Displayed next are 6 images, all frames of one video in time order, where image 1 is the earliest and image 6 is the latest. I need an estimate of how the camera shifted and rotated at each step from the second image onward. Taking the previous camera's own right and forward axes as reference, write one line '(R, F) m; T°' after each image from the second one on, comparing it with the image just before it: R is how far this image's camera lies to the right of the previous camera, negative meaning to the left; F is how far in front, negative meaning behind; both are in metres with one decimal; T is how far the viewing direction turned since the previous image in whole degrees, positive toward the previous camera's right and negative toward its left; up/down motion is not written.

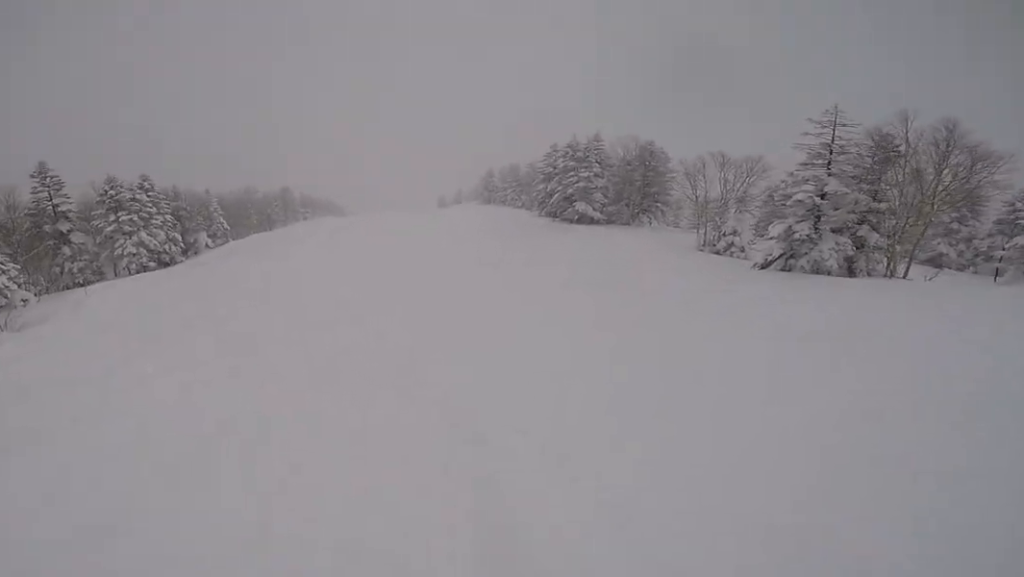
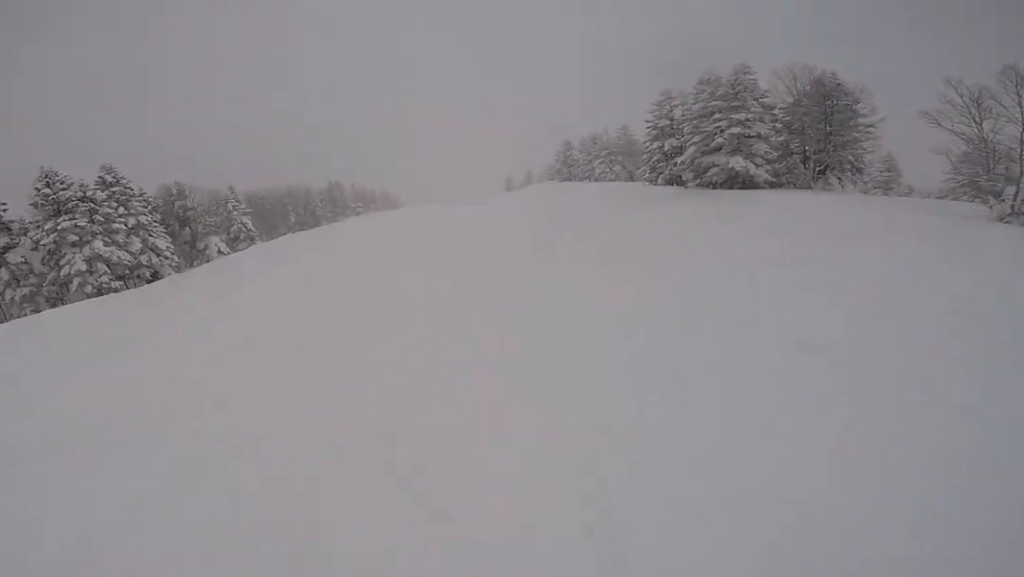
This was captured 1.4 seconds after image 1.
(-0.5, +12.3) m; -10°
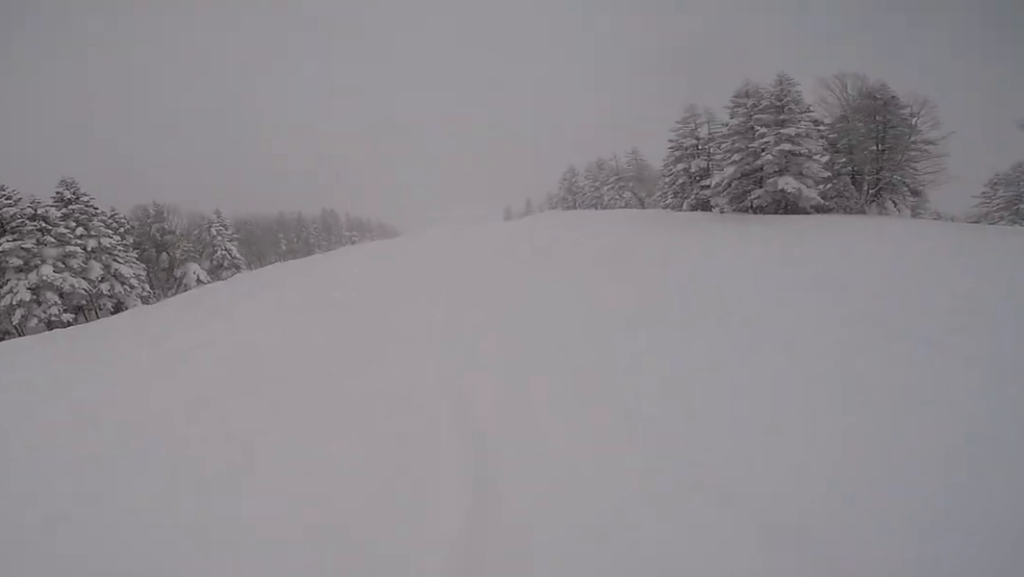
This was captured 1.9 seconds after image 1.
(-0.2, +3.8) m; +2°
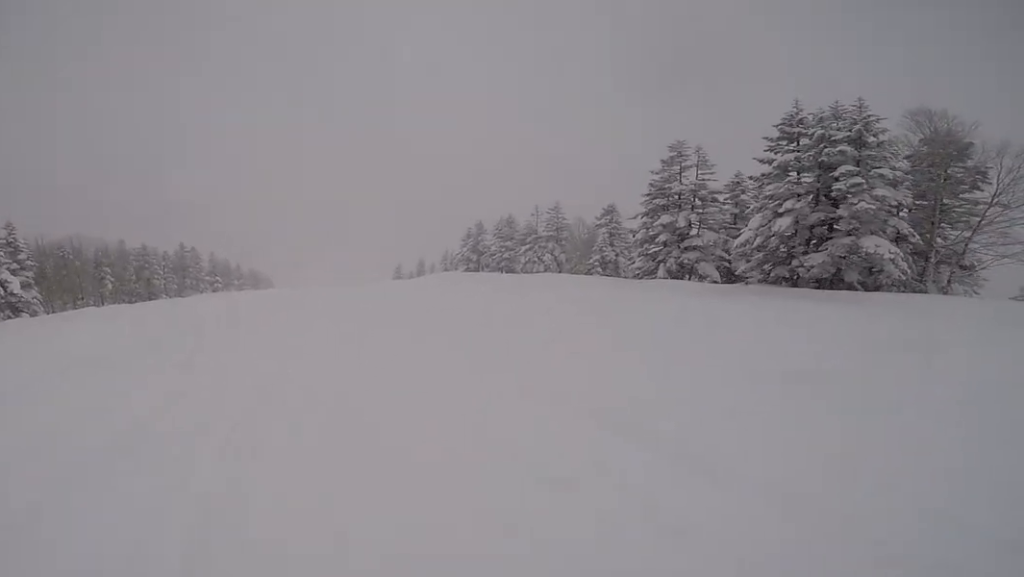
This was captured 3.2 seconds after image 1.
(+1.5, +11.0) m; +11°
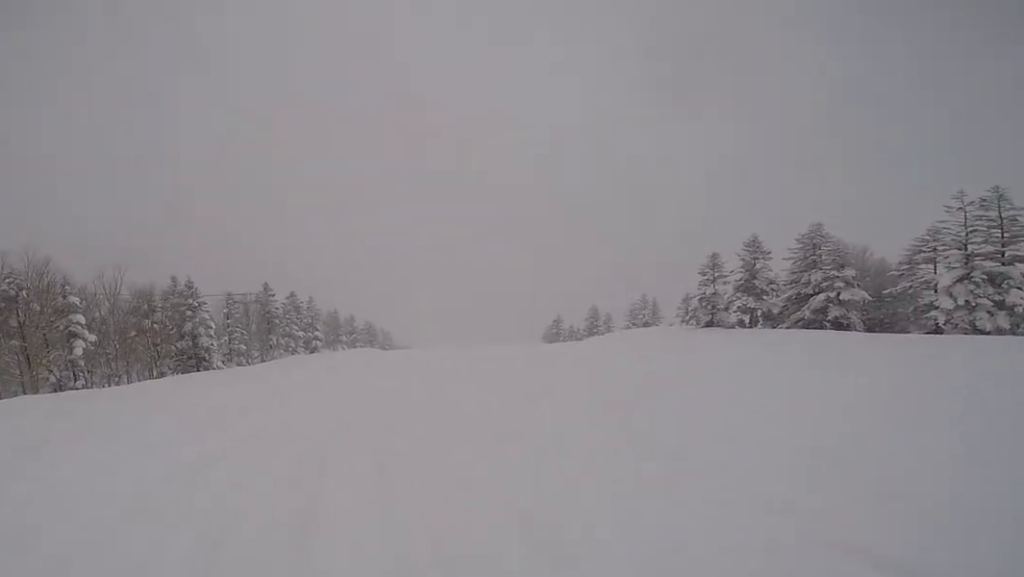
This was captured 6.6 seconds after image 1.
(-4.0, +26.6) m; -8°
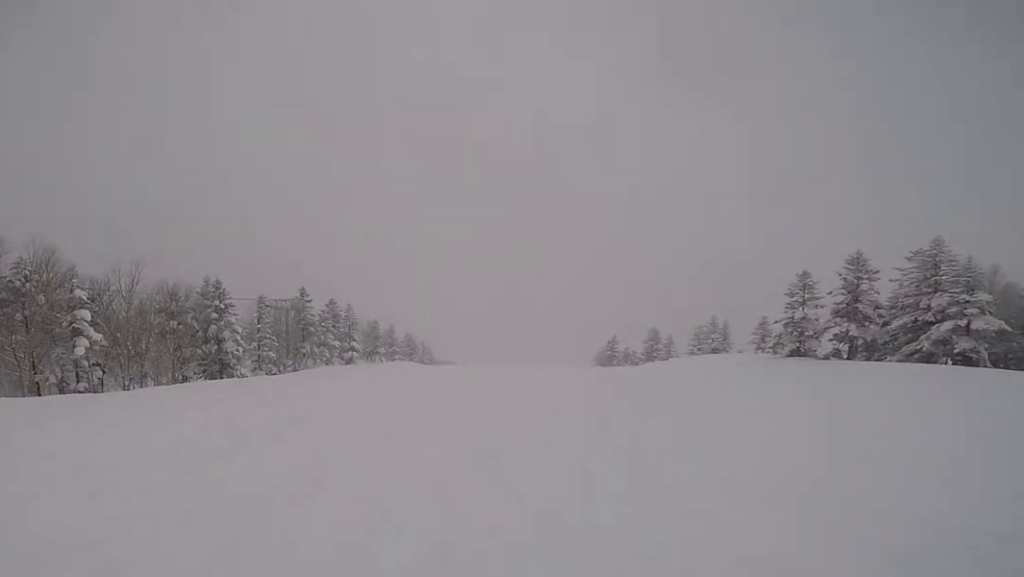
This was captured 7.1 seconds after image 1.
(+0.3, +3.7) m; 0°
